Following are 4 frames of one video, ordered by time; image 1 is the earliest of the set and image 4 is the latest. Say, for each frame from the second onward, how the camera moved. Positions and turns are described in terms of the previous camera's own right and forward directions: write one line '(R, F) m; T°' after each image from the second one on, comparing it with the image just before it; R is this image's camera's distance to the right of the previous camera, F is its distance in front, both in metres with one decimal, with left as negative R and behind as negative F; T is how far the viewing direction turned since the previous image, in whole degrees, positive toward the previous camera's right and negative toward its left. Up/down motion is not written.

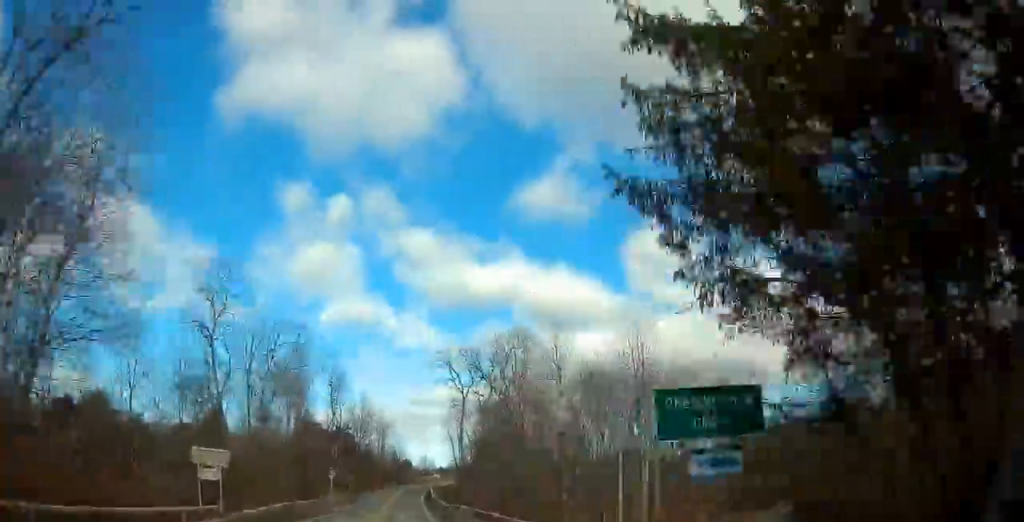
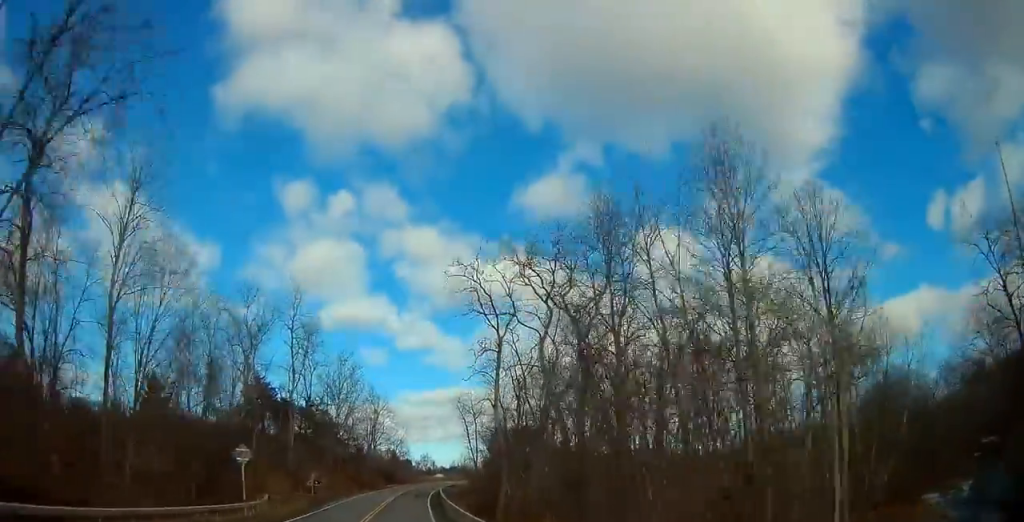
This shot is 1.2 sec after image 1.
(+0.1, +30.2) m; 0°
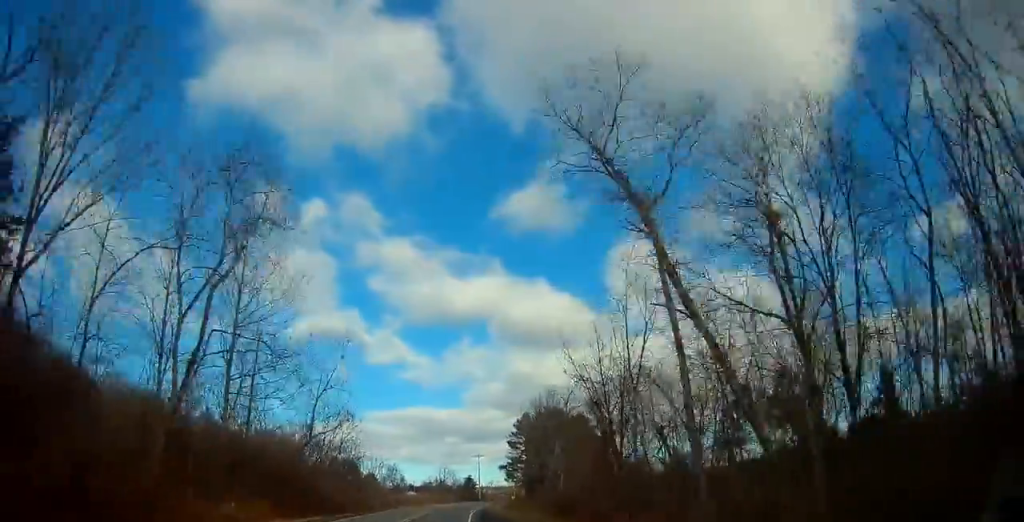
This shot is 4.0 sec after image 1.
(+1.4, +69.8) m; +3°
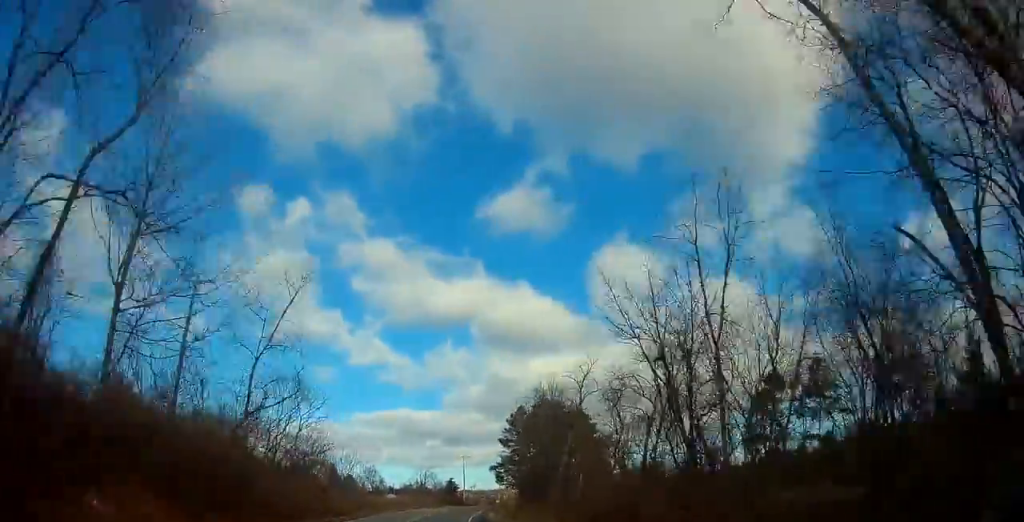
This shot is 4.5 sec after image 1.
(-0.1, +10.6) m; +1°
